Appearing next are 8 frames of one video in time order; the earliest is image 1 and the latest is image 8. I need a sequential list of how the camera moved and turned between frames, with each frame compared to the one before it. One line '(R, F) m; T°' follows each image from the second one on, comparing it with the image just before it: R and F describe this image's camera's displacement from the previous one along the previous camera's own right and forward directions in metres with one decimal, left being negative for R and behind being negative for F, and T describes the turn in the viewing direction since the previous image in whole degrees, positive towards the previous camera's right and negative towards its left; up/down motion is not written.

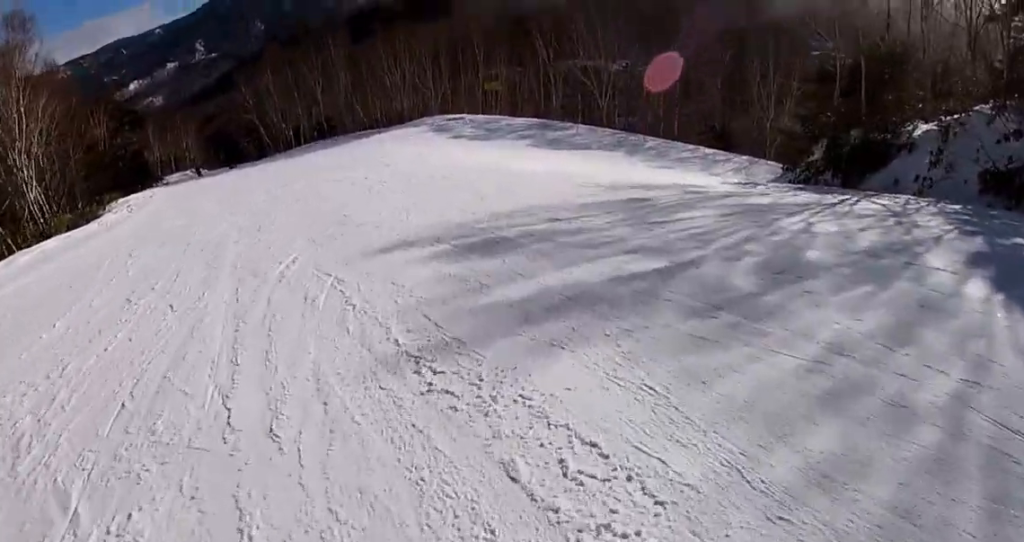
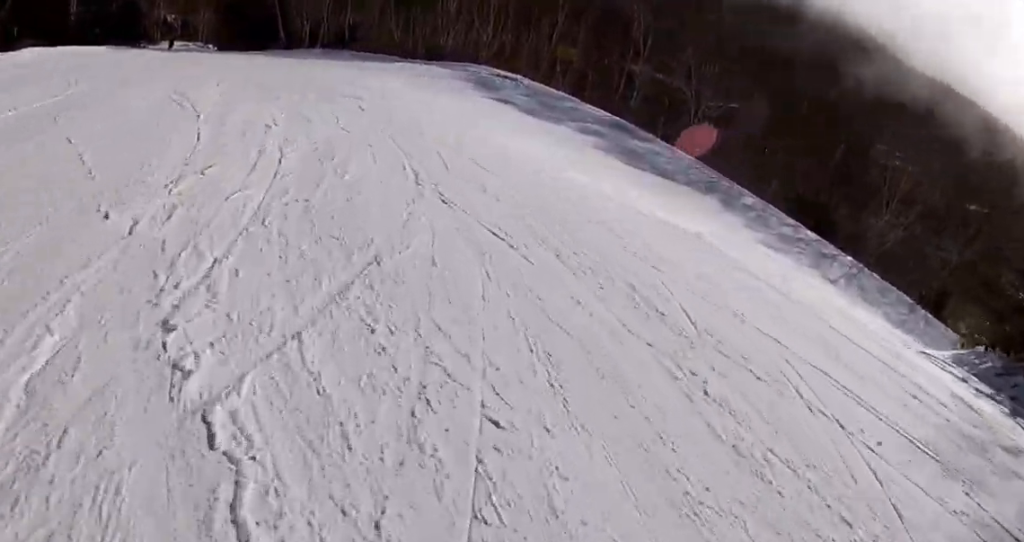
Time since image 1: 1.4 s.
(+0.9, +14.0) m; +9°
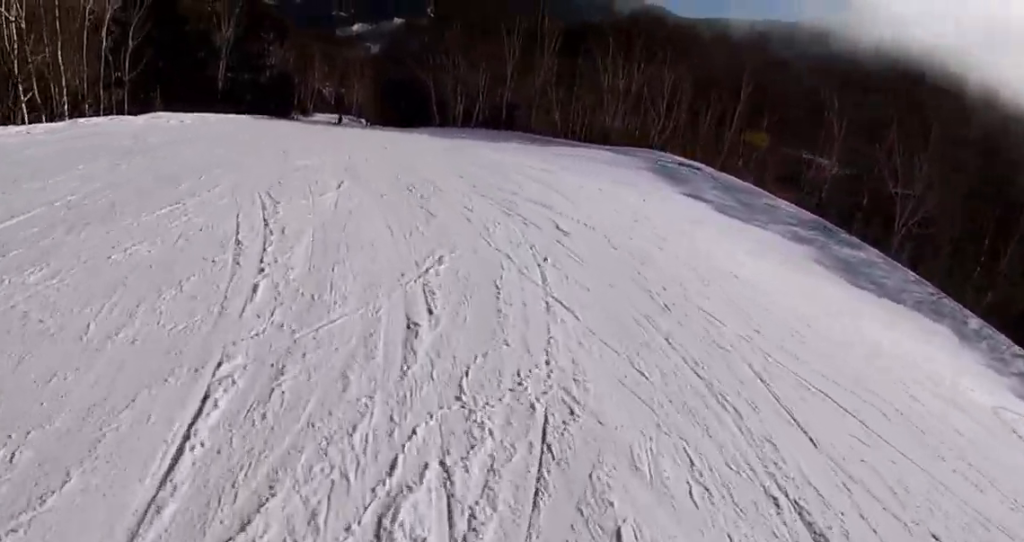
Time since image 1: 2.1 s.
(0.0, +6.4) m; -7°
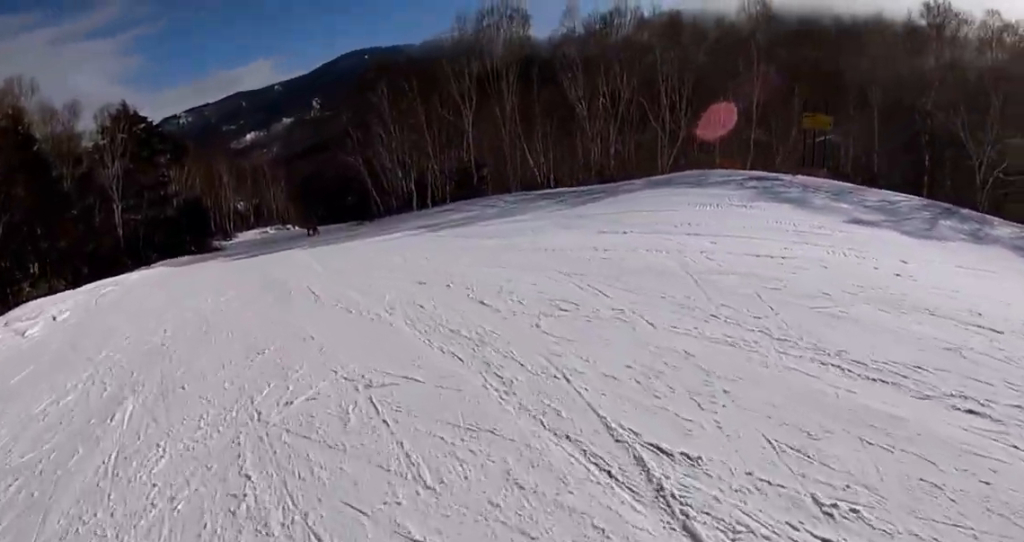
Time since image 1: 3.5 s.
(-2.1, +12.2) m; -15°
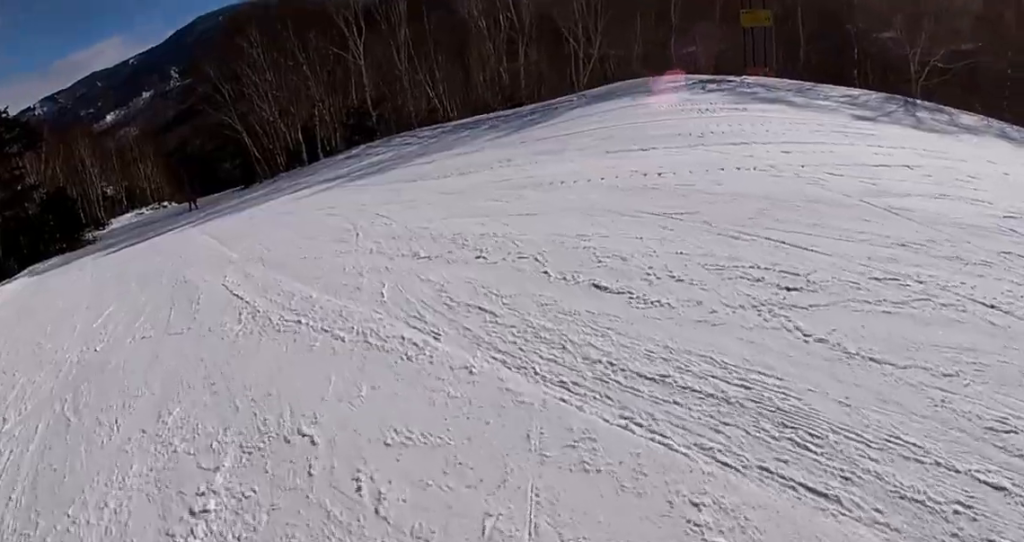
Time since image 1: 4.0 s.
(0.0, +4.6) m; 0°
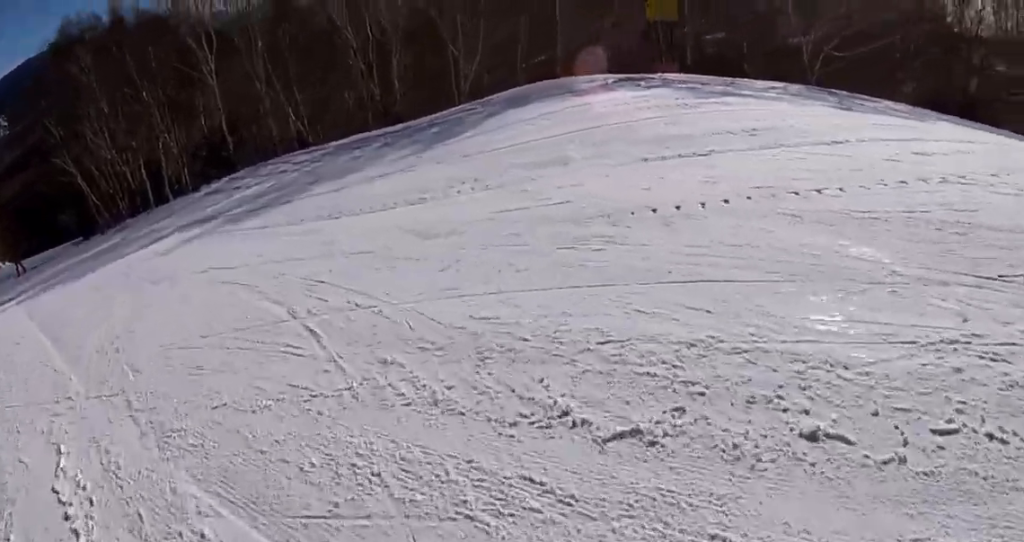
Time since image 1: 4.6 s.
(0.0, +4.8) m; +2°
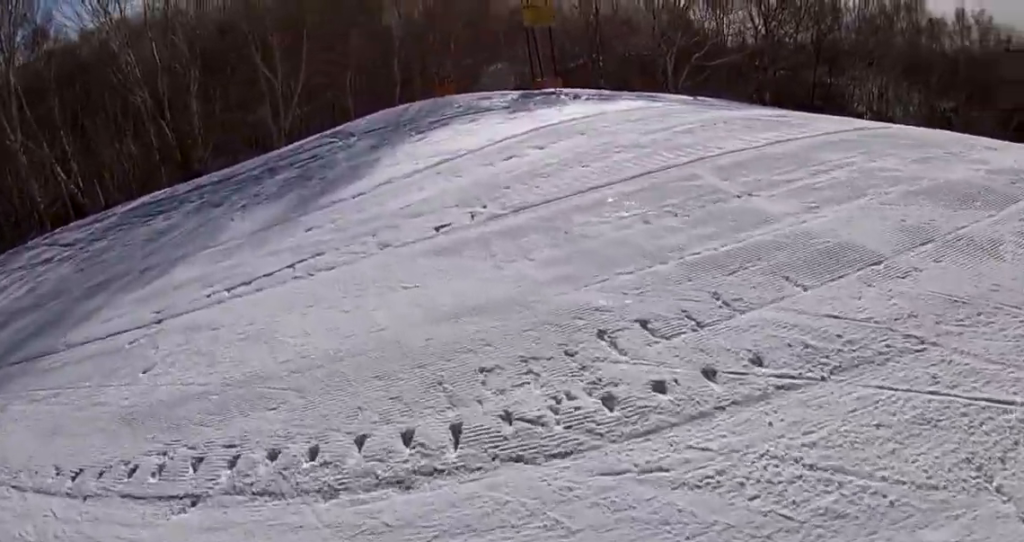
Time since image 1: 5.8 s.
(+0.7, +8.3) m; +18°
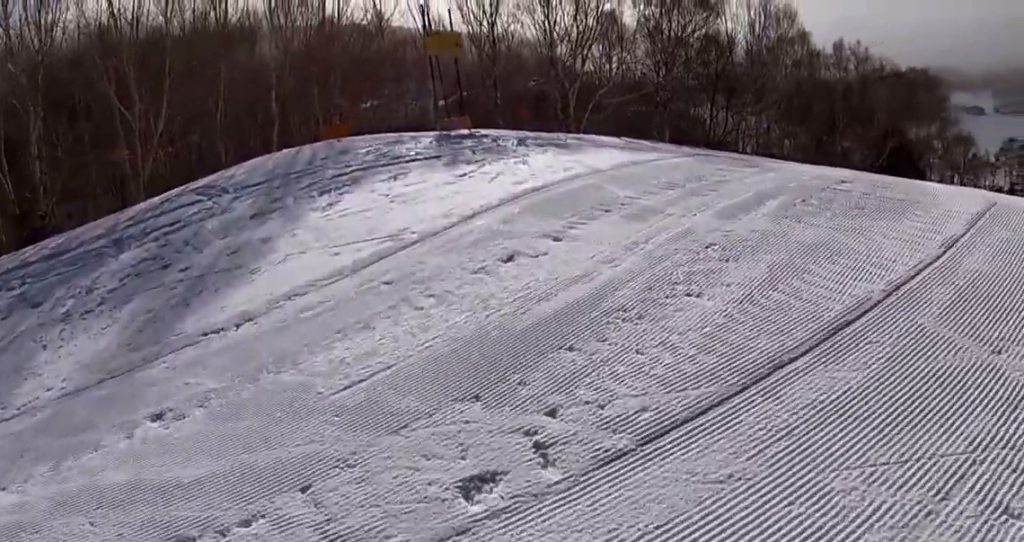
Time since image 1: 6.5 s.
(+0.4, +4.6) m; +18°
